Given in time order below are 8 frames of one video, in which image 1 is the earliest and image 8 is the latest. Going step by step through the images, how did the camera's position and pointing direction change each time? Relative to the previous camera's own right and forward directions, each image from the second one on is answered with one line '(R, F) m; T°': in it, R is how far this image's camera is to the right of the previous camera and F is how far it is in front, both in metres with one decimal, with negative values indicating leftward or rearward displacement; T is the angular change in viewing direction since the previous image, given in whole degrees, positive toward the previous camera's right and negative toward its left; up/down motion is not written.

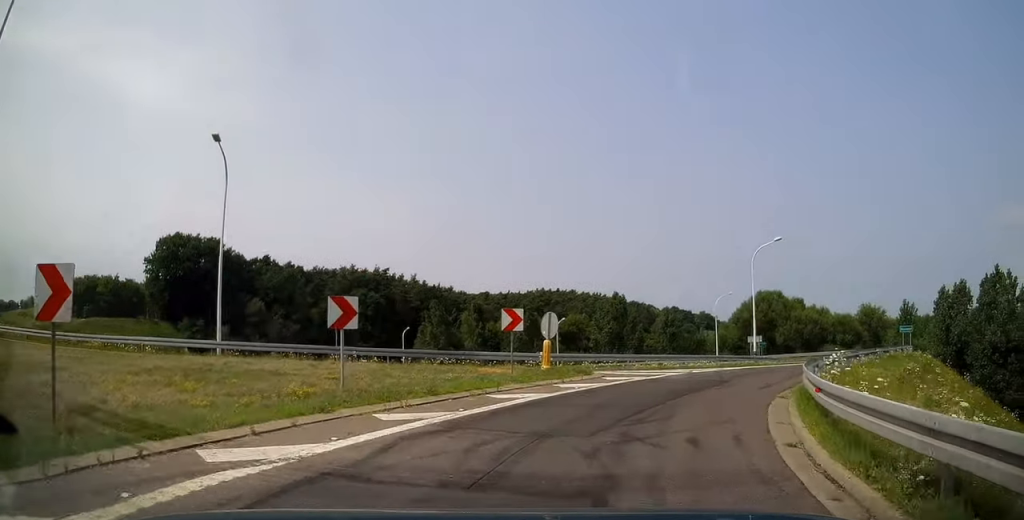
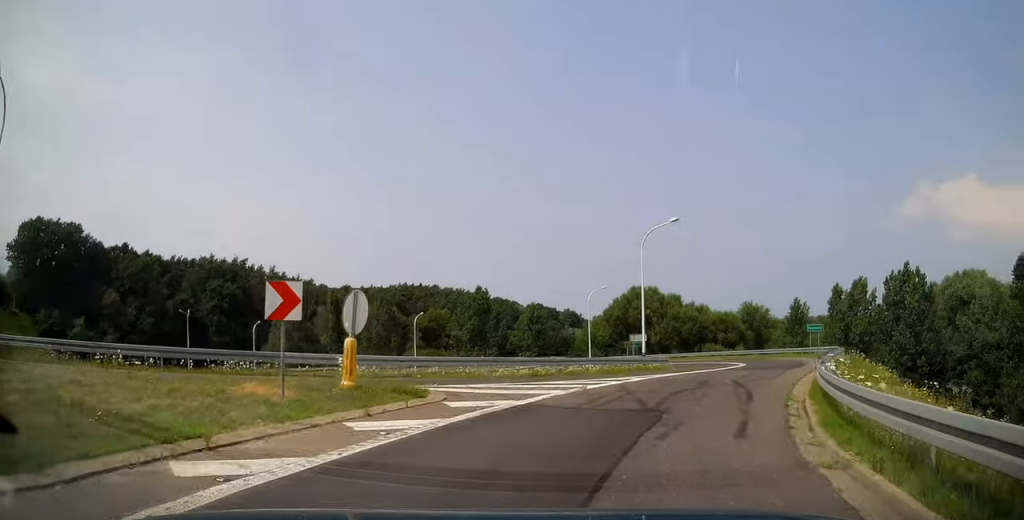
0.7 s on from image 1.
(+0.4, +7.4) m; +13°
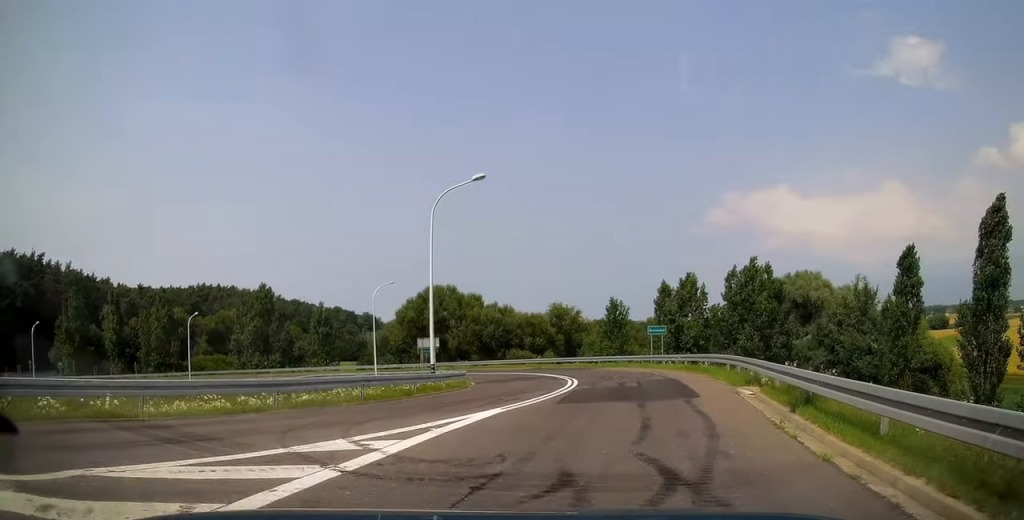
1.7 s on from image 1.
(+1.9, +10.7) m; +18°
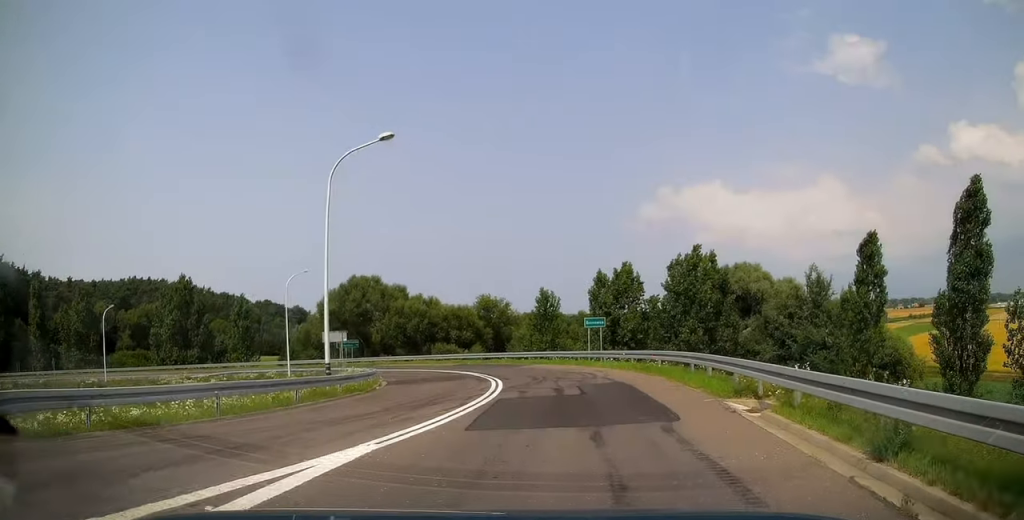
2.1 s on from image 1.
(+0.6, +4.6) m; +5°
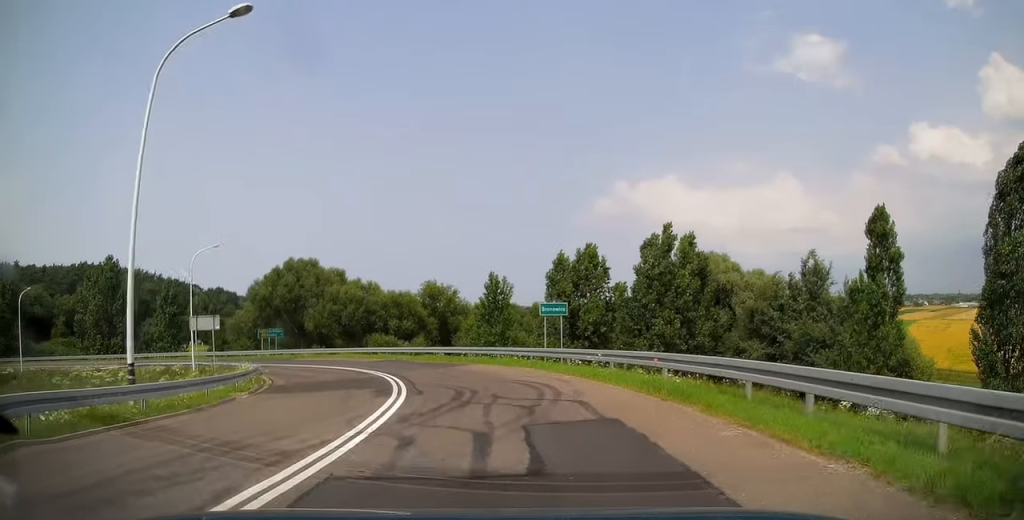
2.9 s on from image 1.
(+0.7, +8.6) m; +5°
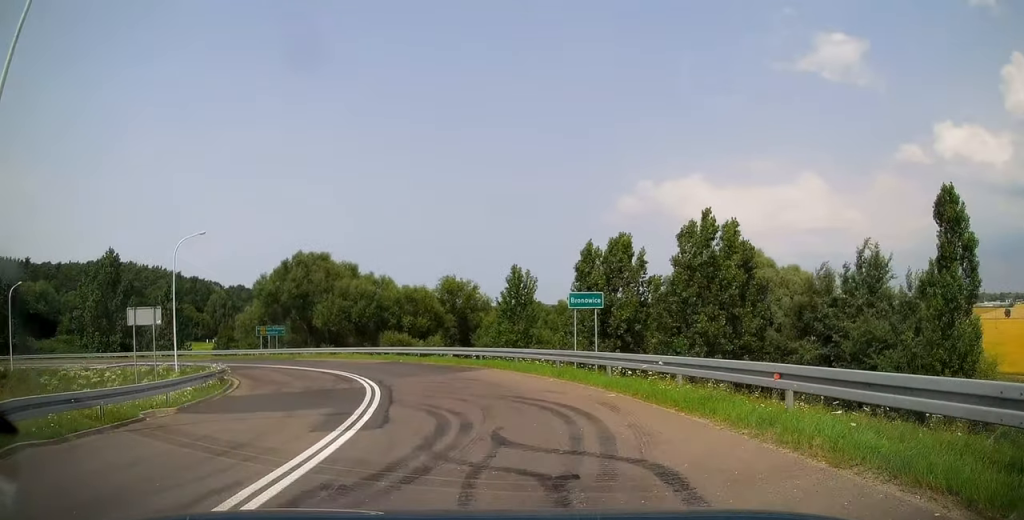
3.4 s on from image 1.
(+0.3, +5.5) m; 0°
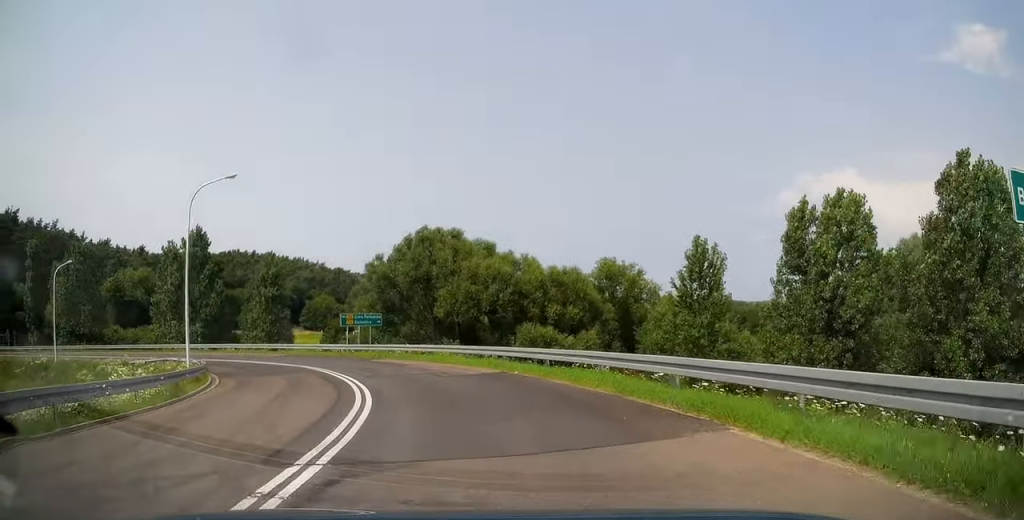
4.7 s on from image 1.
(-0.8, +15.2) m; -10°
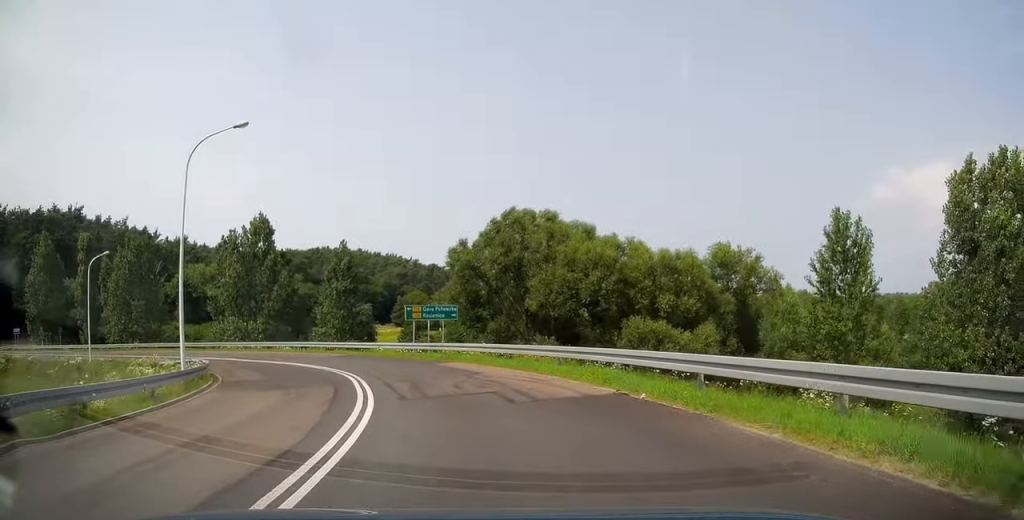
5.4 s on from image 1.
(-0.5, +8.1) m; -9°
